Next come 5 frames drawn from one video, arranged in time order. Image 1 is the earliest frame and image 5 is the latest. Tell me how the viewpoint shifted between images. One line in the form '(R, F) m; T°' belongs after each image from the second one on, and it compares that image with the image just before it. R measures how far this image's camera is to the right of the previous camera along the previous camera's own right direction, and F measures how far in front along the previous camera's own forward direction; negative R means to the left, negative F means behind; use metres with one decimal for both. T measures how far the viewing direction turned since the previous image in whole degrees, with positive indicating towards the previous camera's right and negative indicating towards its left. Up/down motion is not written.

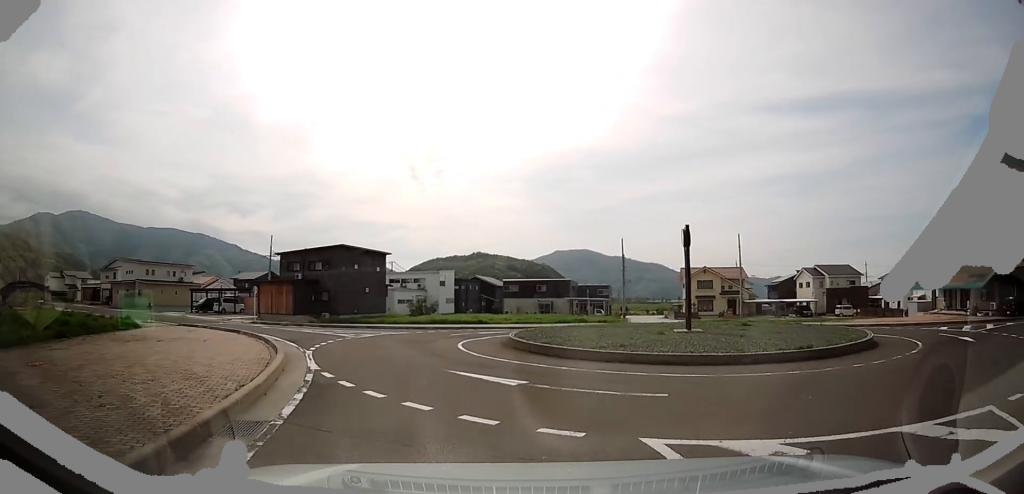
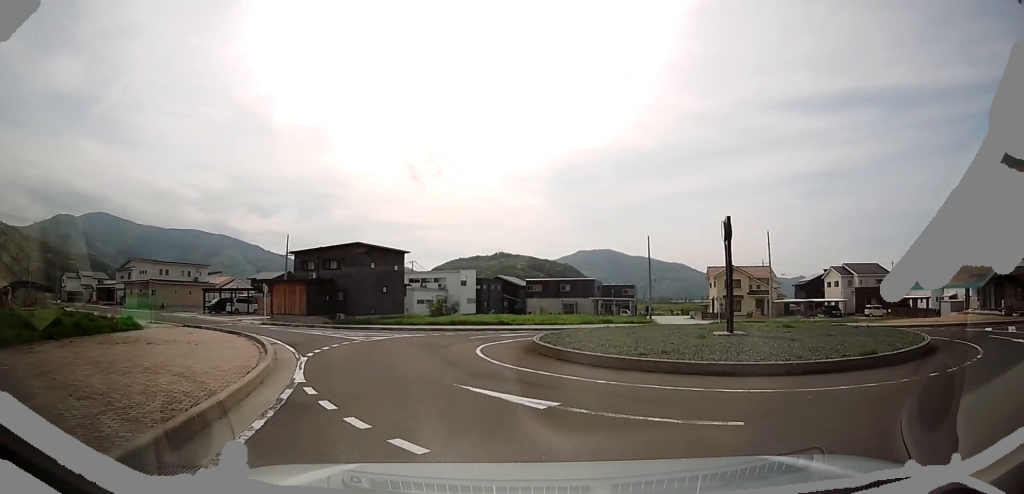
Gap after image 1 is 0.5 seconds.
(+0.1, +2.1) m; -8°
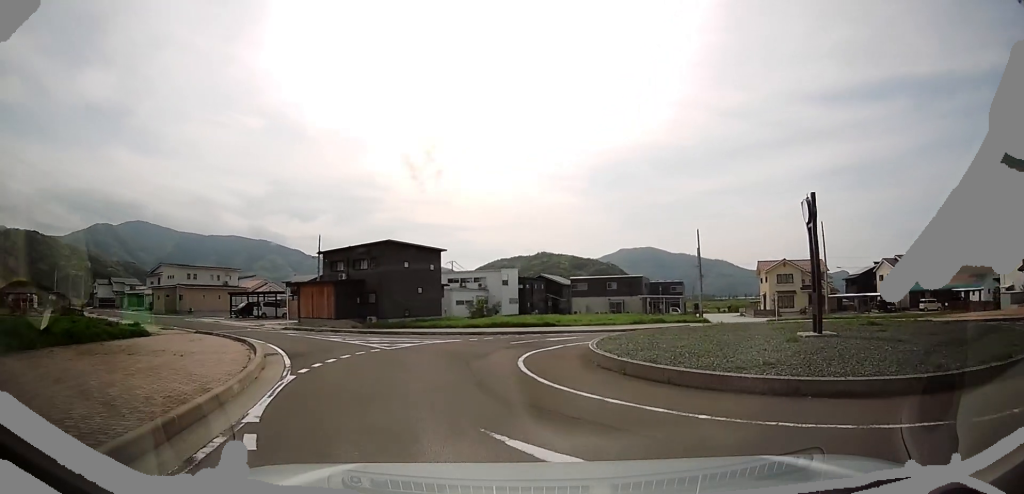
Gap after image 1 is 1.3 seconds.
(-0.7, +3.4) m; -16°
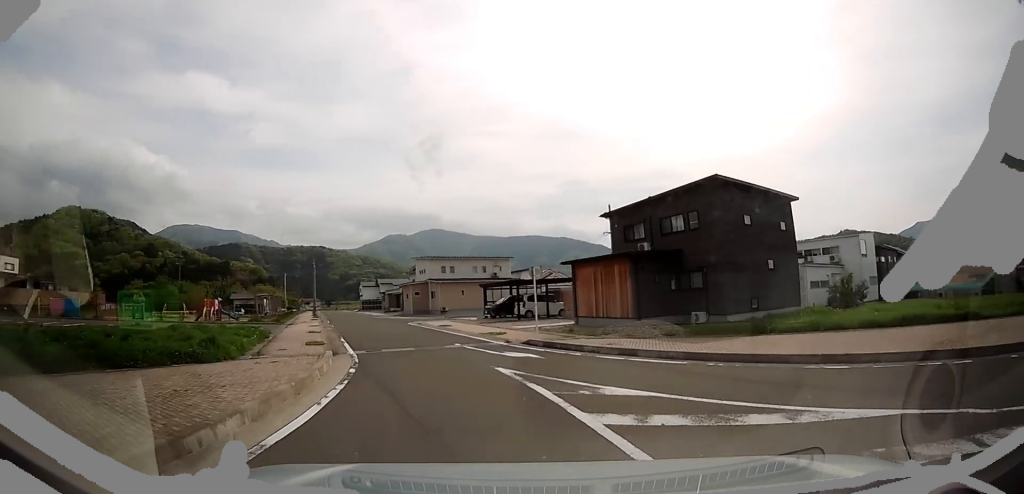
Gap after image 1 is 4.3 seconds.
(-4.0, +13.1) m; -26°
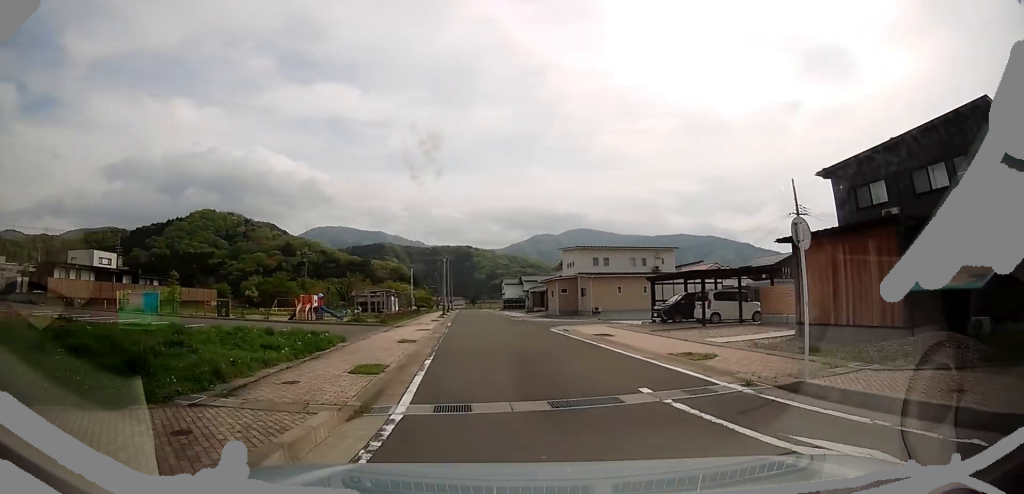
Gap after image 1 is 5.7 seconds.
(-0.8, +7.6) m; -19°
